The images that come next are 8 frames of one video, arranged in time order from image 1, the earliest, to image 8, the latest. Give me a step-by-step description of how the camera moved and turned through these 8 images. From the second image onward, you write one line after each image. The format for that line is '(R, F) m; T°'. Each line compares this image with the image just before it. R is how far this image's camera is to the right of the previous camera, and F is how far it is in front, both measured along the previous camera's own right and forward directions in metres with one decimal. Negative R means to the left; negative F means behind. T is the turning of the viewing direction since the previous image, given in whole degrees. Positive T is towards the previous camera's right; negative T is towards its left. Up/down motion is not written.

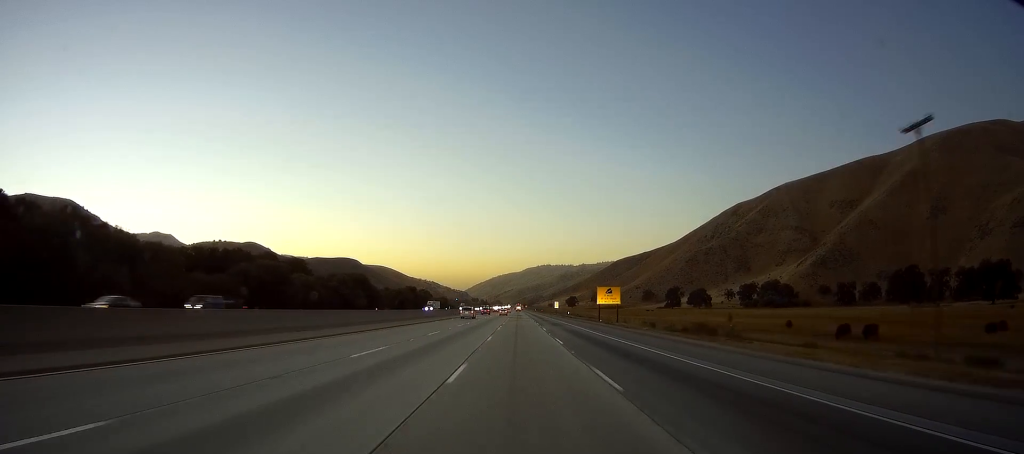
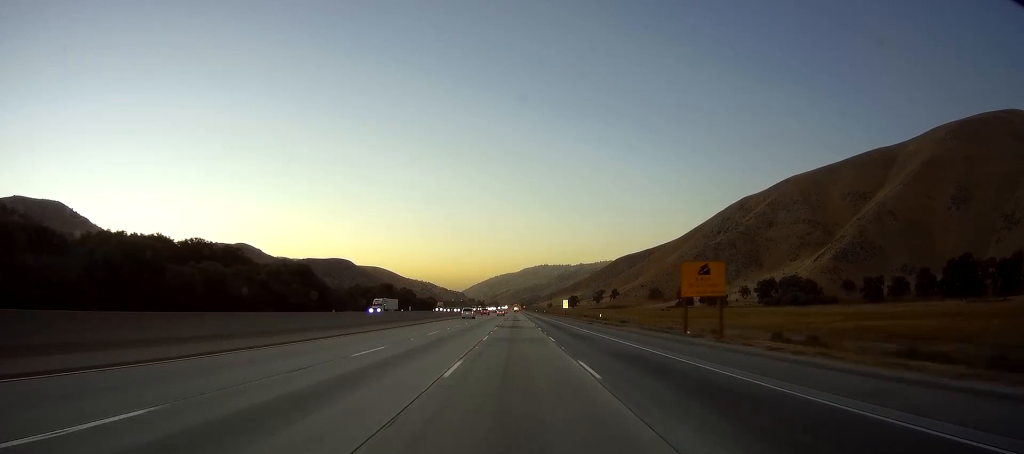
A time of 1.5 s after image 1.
(+0.7, +43.1) m; +1°
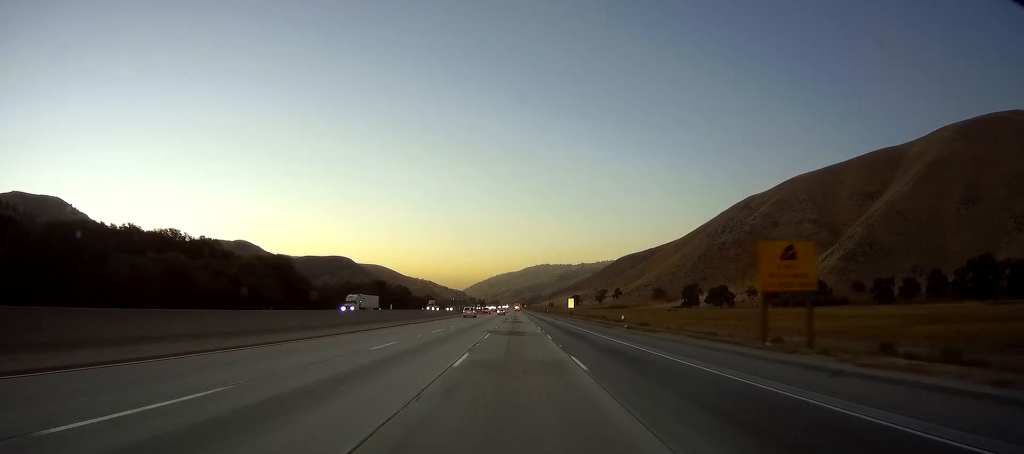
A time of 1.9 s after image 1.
(0.0, +12.7) m; 0°
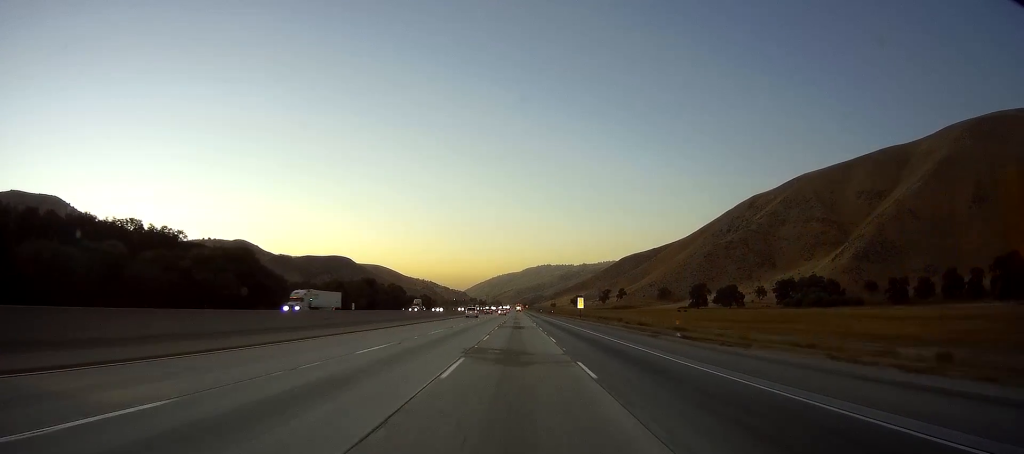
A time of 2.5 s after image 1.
(0.0, +16.6) m; 0°
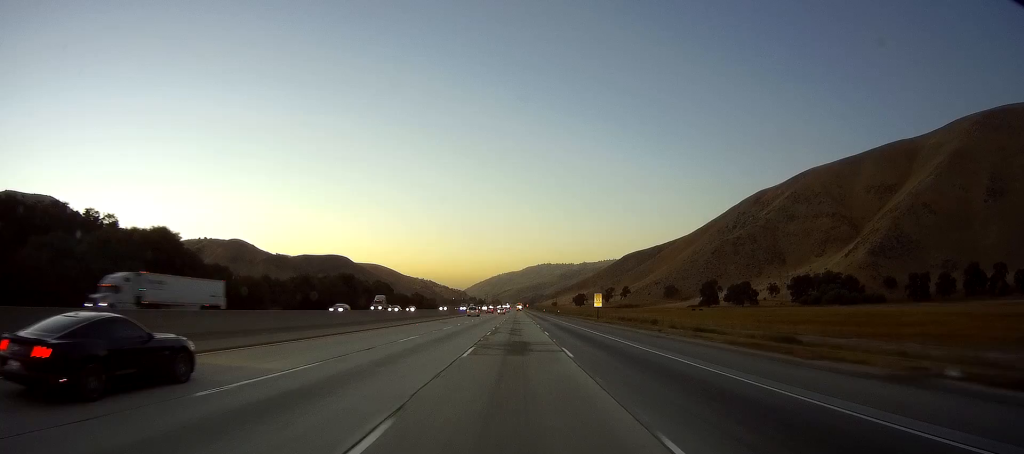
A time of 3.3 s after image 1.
(+0.1, +24.5) m; 0°
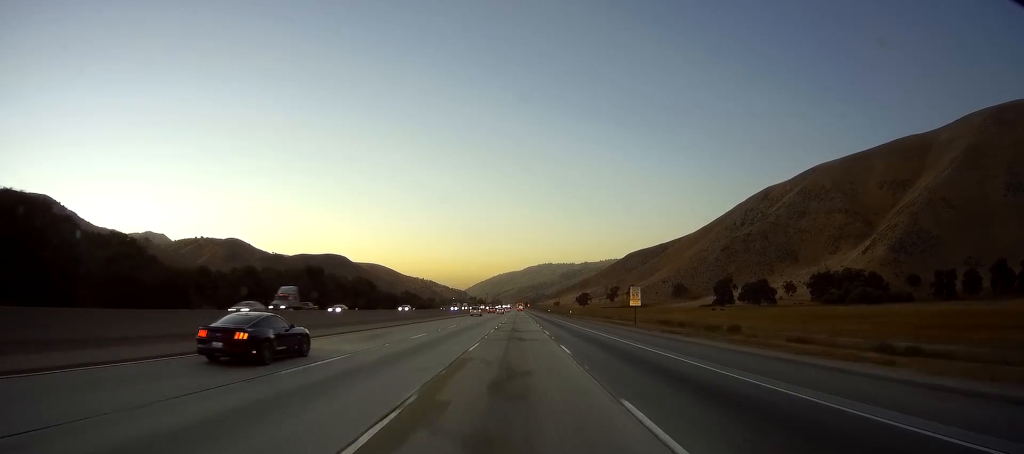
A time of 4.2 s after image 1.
(0.0, +27.4) m; 0°
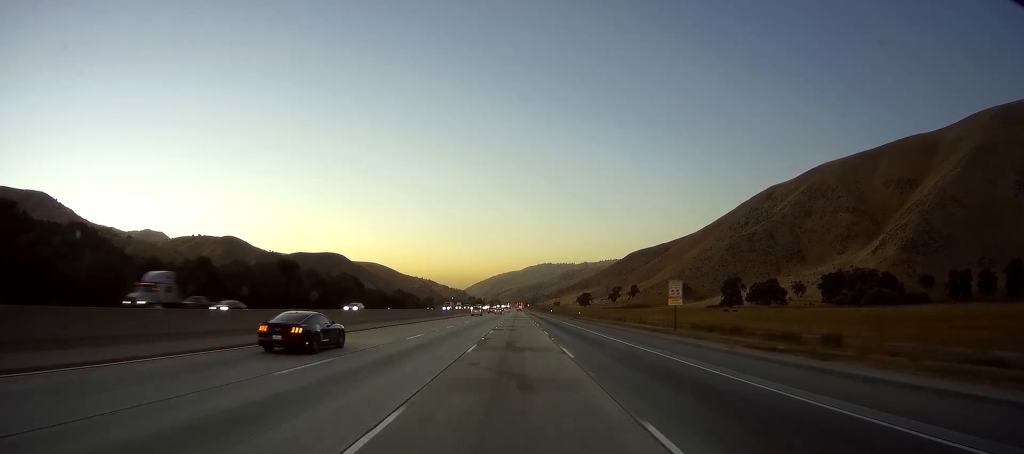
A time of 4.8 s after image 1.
(0.0, +15.7) m; -1°
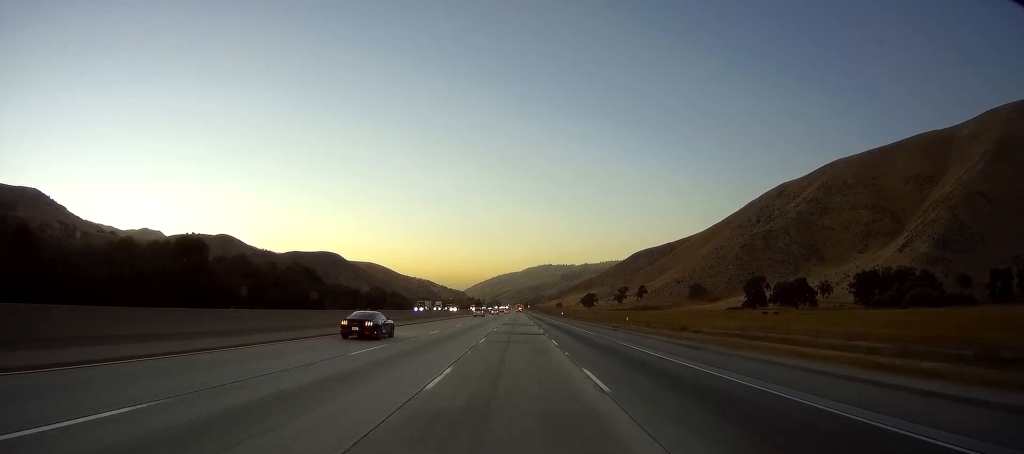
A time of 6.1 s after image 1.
(-0.8, +38.2) m; 0°
